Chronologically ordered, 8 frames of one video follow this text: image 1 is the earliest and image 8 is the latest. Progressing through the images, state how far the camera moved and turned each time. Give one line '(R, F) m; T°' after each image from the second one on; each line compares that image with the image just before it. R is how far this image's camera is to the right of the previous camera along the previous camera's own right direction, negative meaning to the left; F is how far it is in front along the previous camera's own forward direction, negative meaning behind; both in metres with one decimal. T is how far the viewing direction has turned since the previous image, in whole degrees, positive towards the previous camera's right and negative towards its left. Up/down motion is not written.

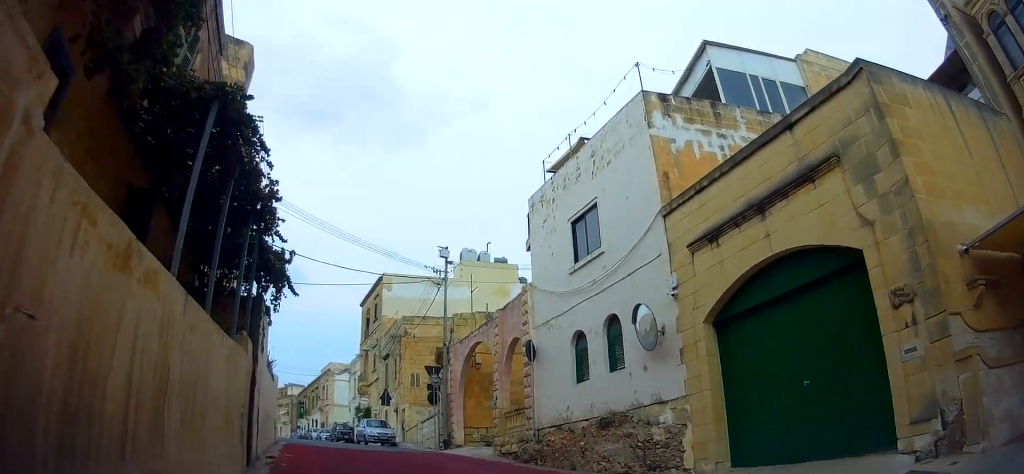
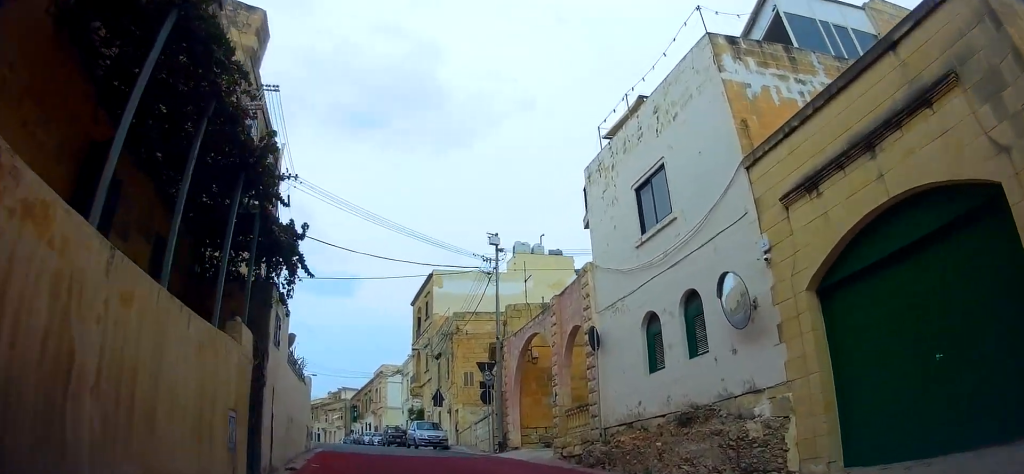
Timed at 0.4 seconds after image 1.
(+0.2, +1.9) m; -4°
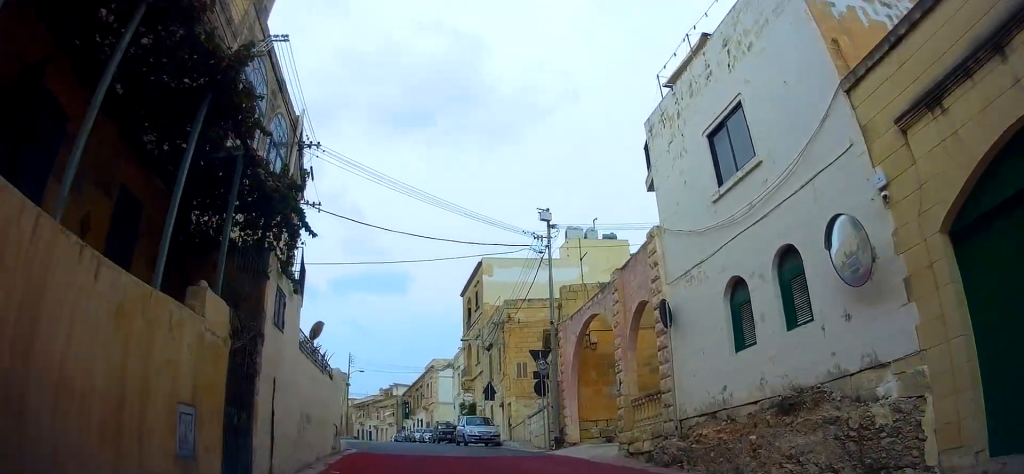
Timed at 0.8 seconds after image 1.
(-0.3, +1.9) m; -4°
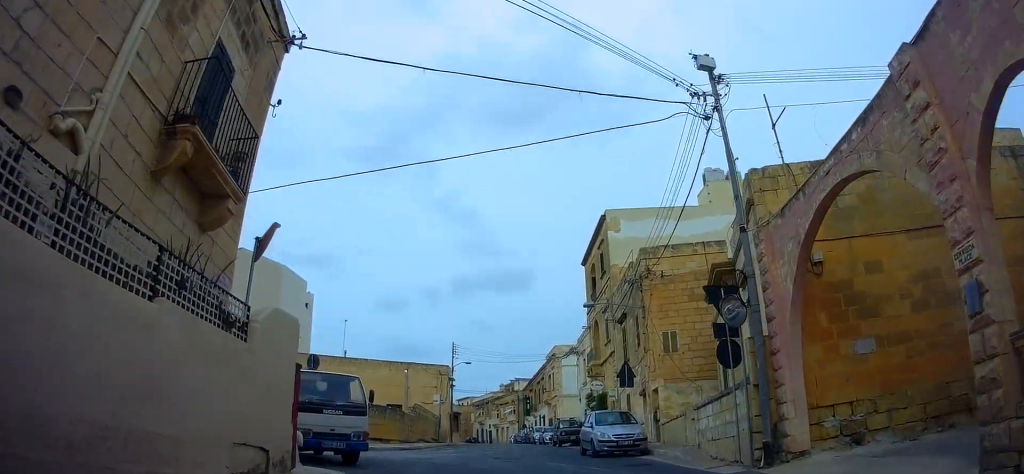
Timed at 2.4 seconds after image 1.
(-0.9, +8.0) m; -21°
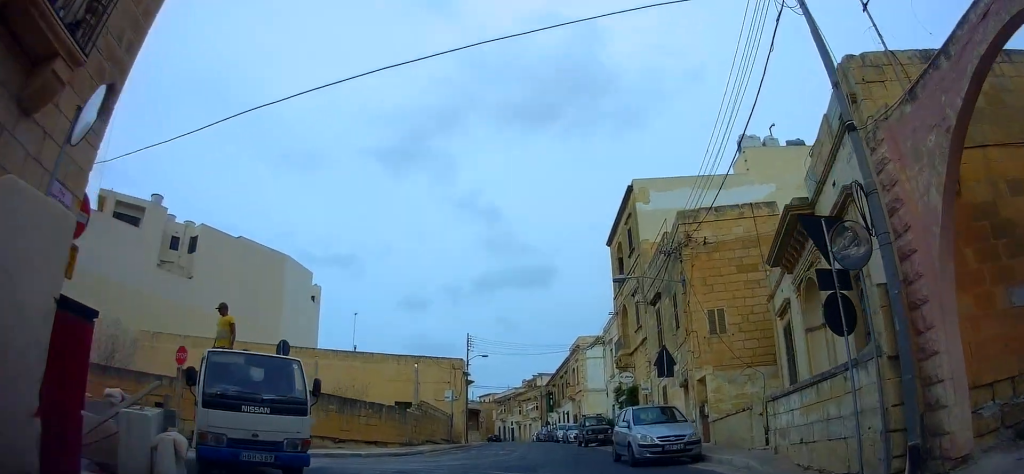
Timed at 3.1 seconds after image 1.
(-0.9, +3.6) m; -3°
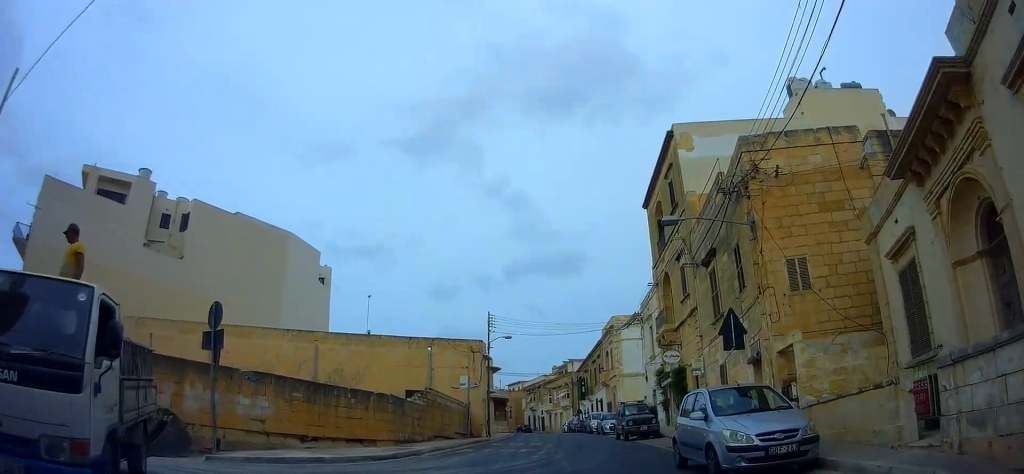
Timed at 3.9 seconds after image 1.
(+0.1, +4.7) m; -3°
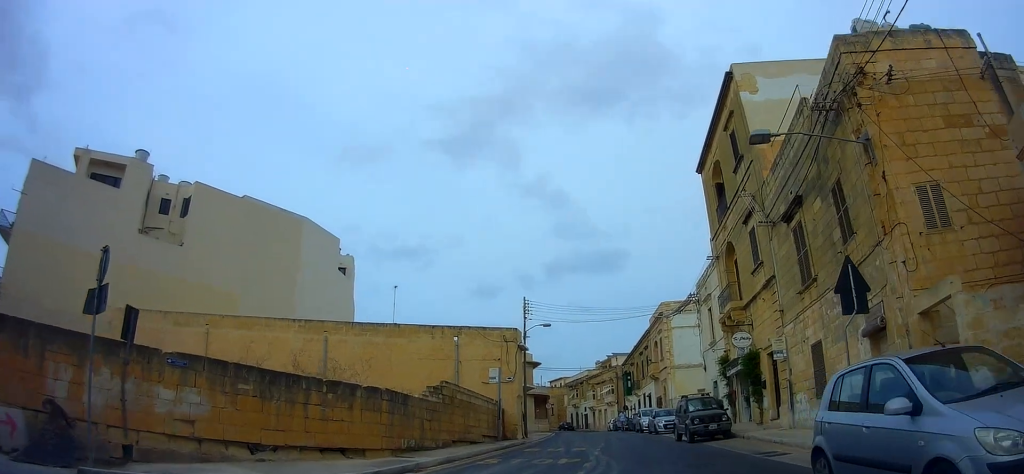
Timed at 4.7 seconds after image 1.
(+0.1, +4.4) m; -4°
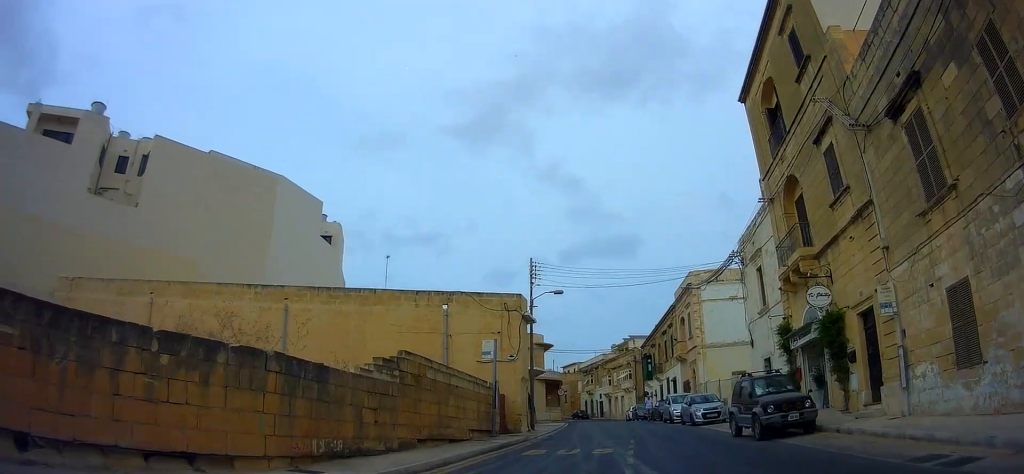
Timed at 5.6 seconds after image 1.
(-0.8, +5.7) m; -5°
